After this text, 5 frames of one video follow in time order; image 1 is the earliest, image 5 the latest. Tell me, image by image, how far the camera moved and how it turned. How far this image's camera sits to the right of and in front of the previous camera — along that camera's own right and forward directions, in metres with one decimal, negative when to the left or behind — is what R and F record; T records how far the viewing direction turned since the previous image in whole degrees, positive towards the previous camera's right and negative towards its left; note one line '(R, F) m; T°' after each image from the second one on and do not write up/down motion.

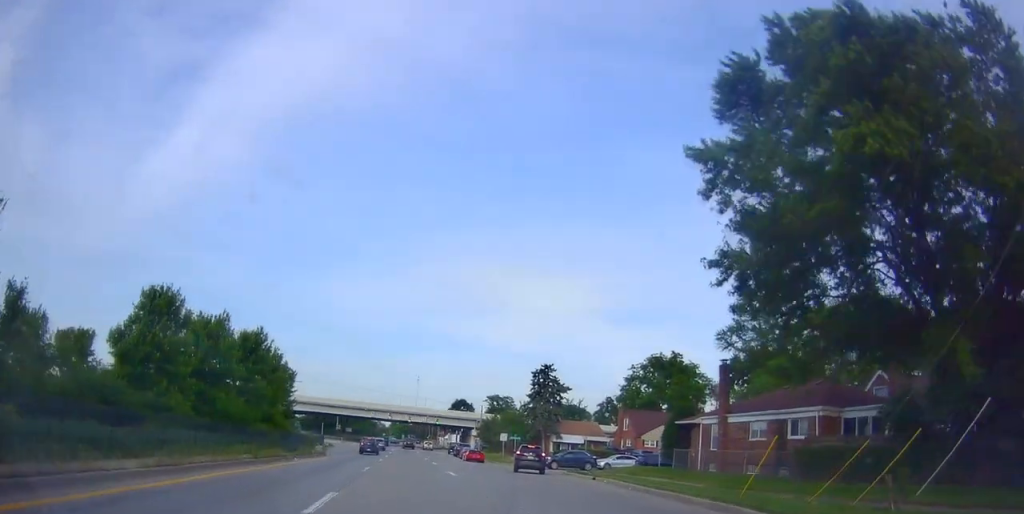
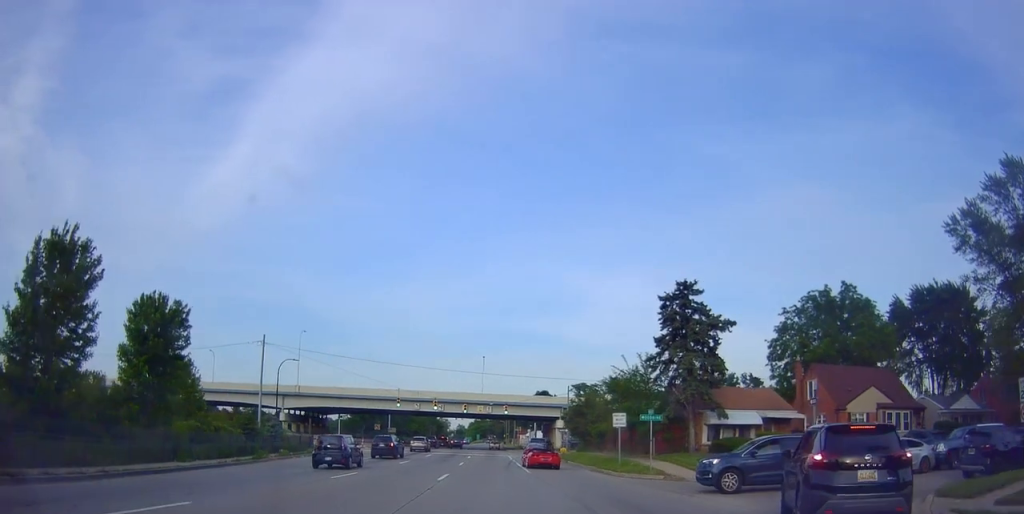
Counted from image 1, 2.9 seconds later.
(-1.2, +34.8) m; -4°
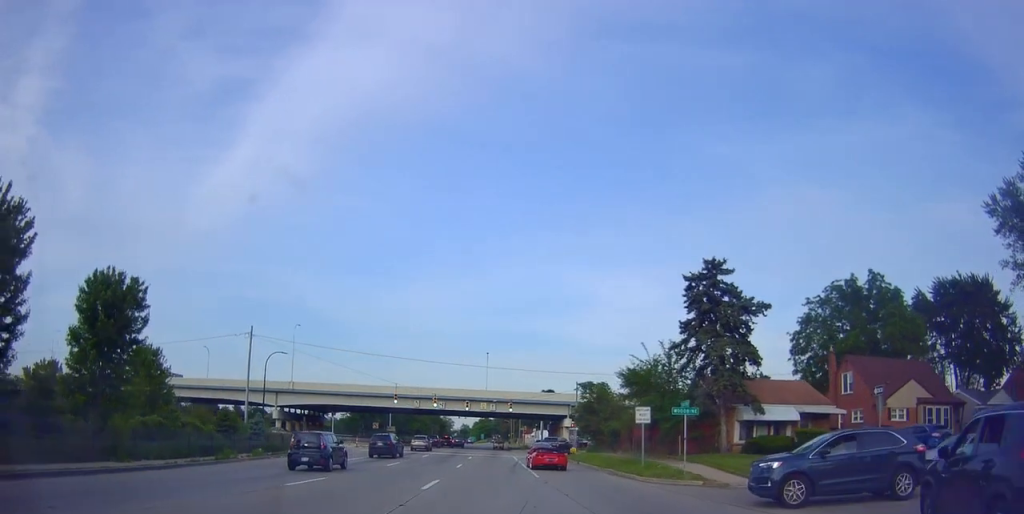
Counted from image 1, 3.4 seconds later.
(+0.1, +4.5) m; -1°
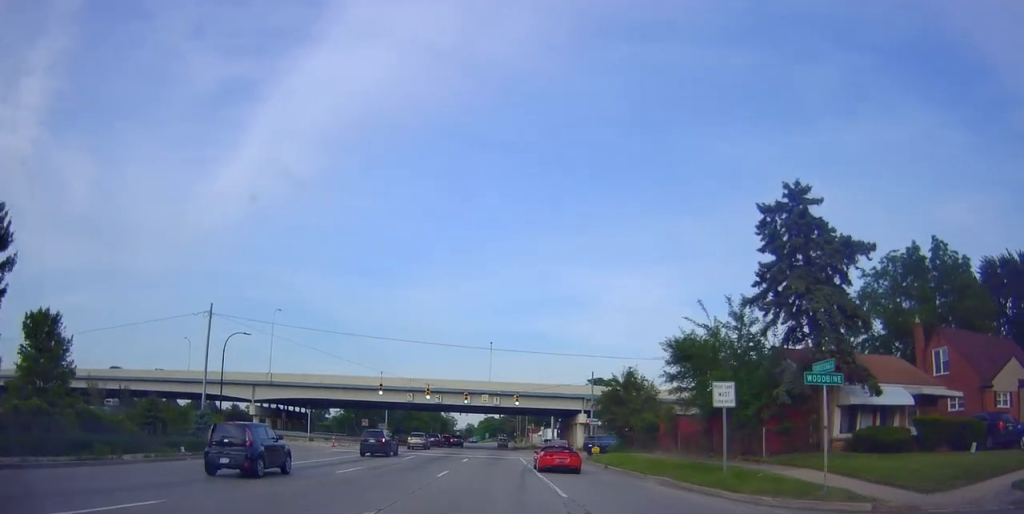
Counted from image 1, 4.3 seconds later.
(-0.4, +9.7) m; -3°
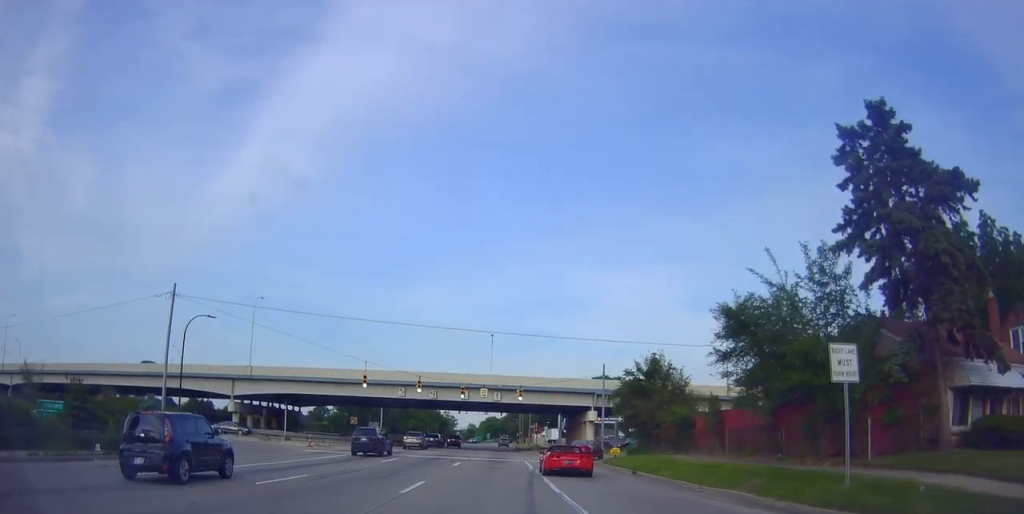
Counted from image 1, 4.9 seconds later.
(-0.1, +6.7) m; -1°
